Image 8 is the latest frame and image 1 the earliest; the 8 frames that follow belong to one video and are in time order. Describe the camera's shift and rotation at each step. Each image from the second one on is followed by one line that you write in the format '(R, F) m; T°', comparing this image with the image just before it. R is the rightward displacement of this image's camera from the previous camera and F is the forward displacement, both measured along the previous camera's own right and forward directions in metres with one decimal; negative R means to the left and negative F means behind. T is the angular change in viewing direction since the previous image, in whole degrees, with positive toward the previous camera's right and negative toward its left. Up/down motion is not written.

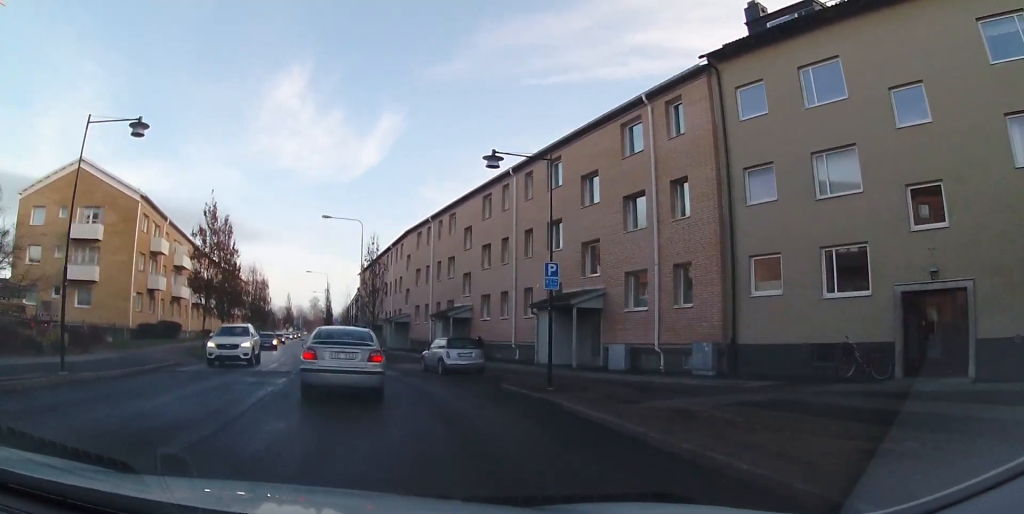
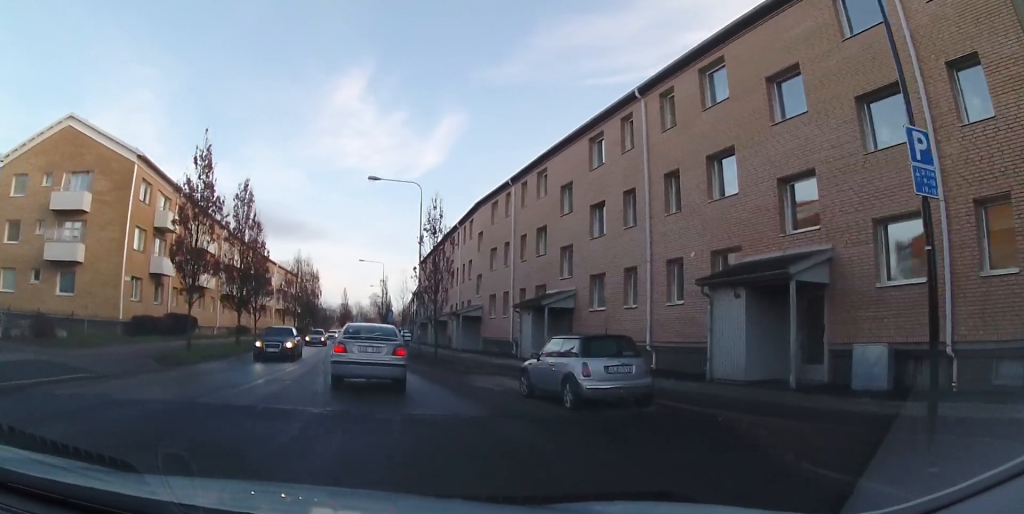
(+0.1, +8.7) m; +1°
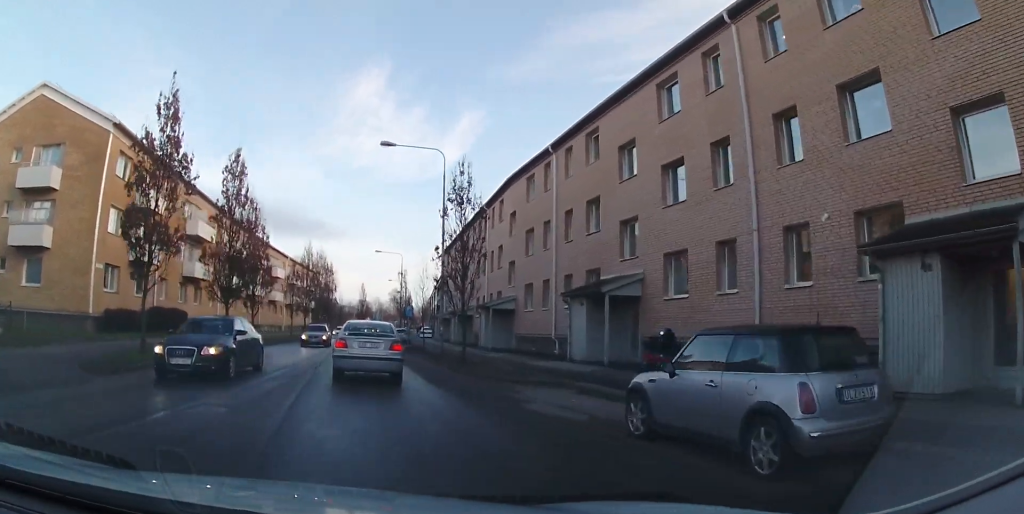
(0.0, +4.7) m; 0°
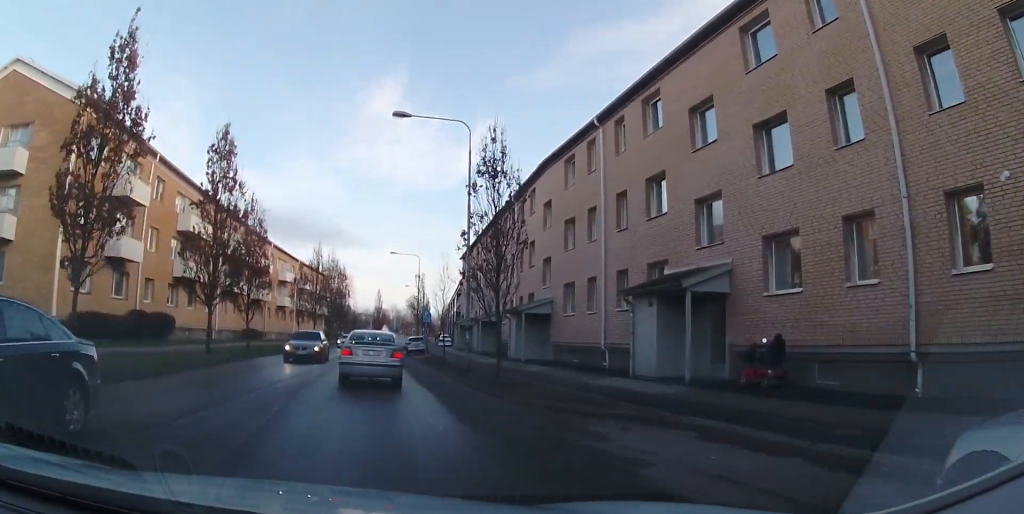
(0.0, +4.1) m; 0°
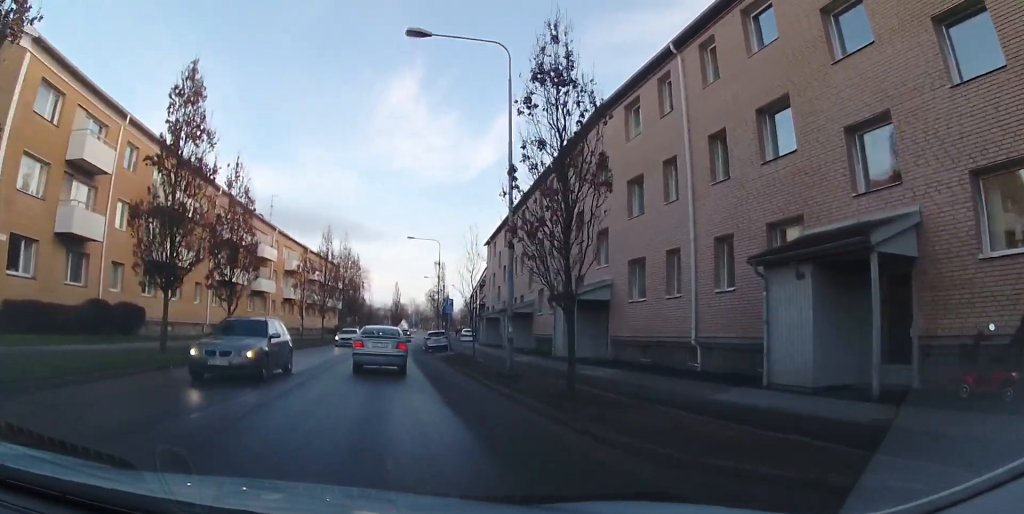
(0.0, +5.1) m; 0°
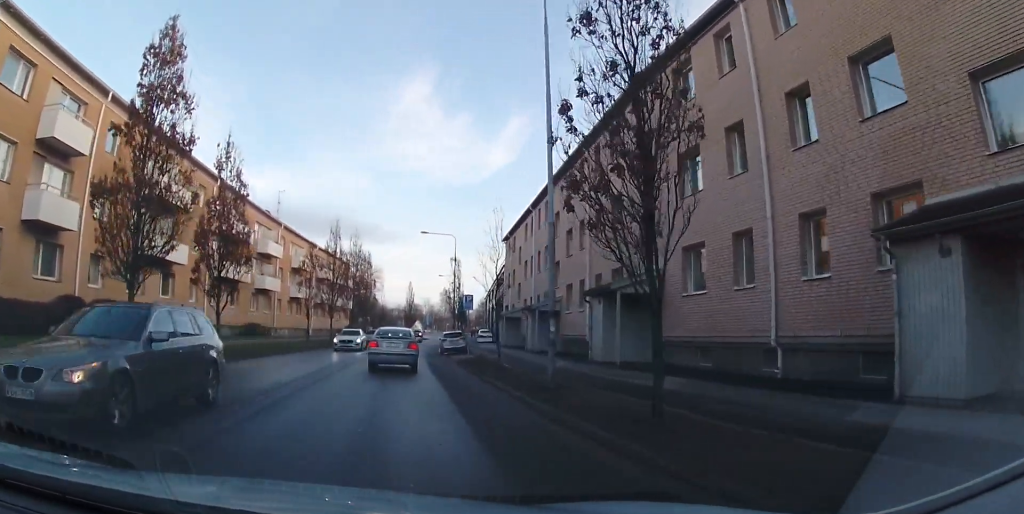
(0.0, +2.7) m; 0°
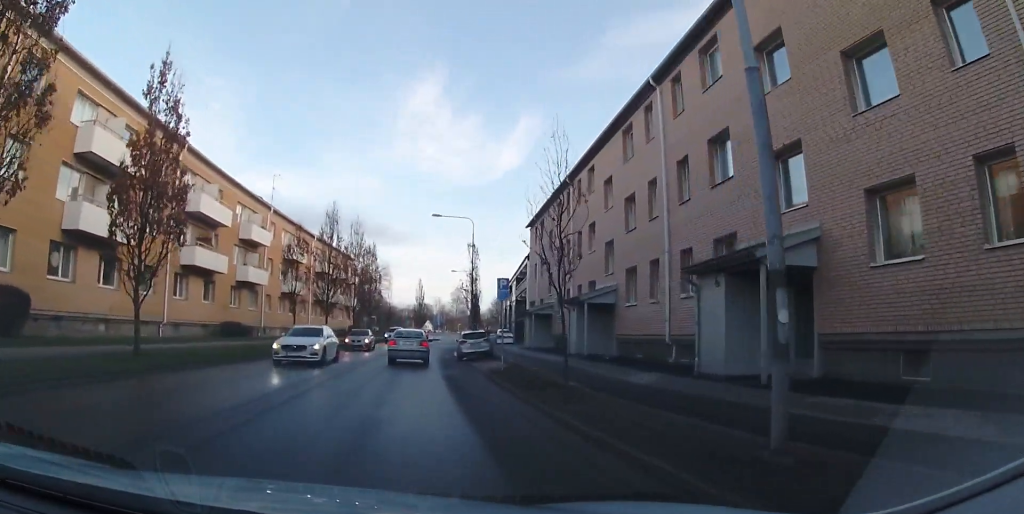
(+0.1, +6.3) m; +5°
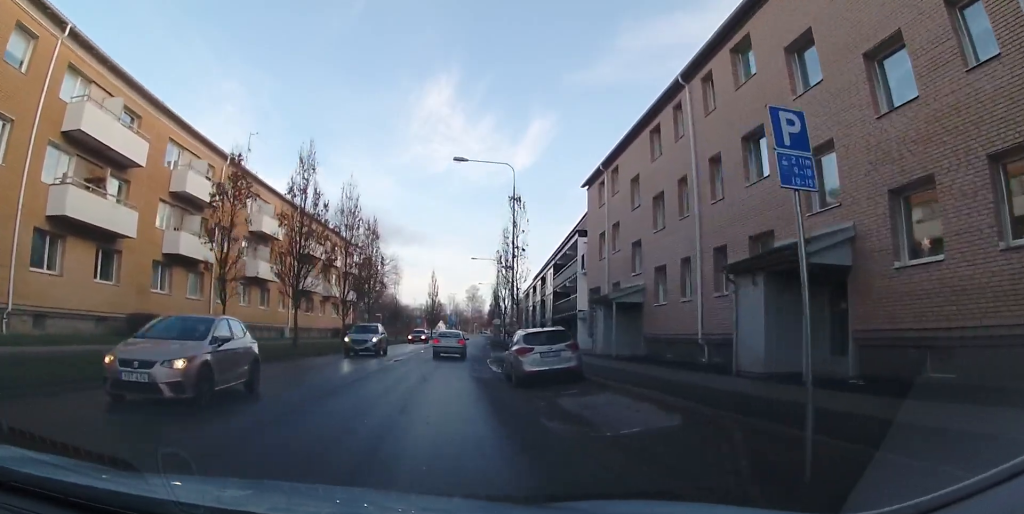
(+0.2, +11.1) m; -3°
